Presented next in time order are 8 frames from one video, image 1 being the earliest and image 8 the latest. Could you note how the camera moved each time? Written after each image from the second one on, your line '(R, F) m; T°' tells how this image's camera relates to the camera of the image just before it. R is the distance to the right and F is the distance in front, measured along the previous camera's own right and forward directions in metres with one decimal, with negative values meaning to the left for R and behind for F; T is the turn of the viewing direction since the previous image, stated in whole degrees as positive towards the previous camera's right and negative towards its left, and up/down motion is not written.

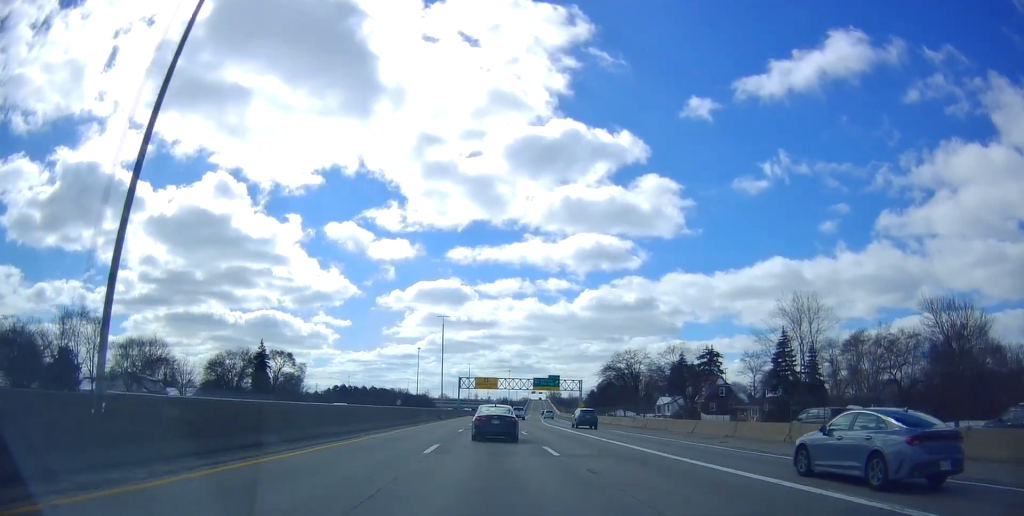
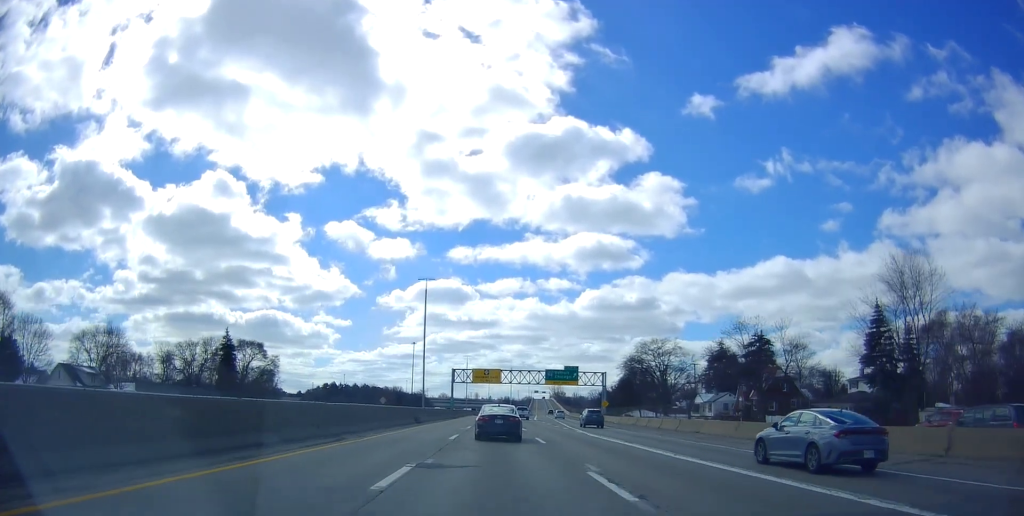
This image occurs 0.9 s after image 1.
(-0.2, +24.5) m; 0°
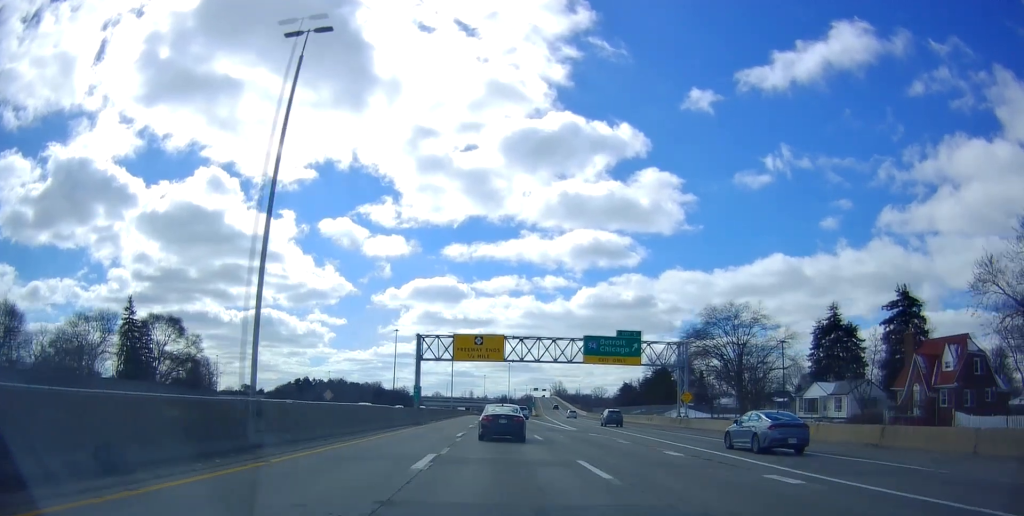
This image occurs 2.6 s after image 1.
(+0.5, +42.9) m; +1°
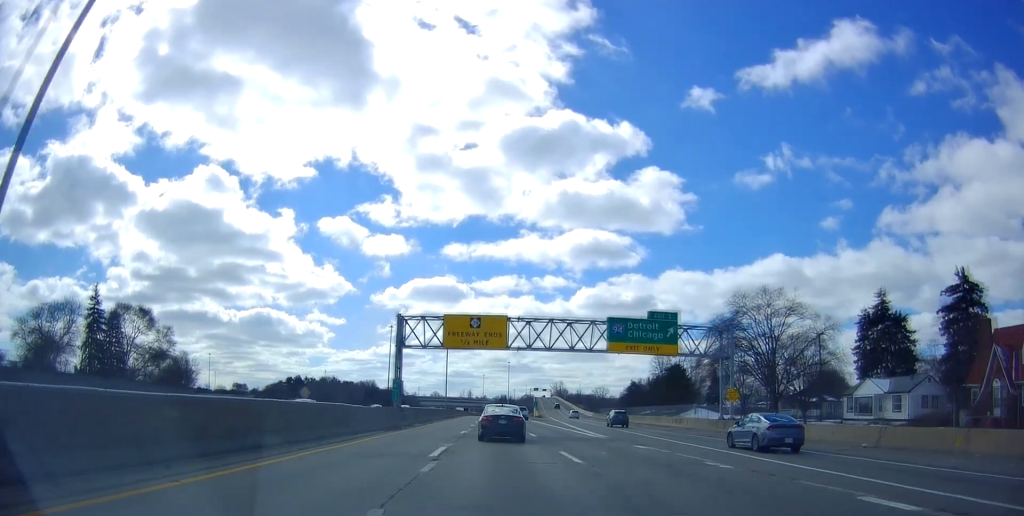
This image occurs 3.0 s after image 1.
(+0.1, +11.3) m; 0°
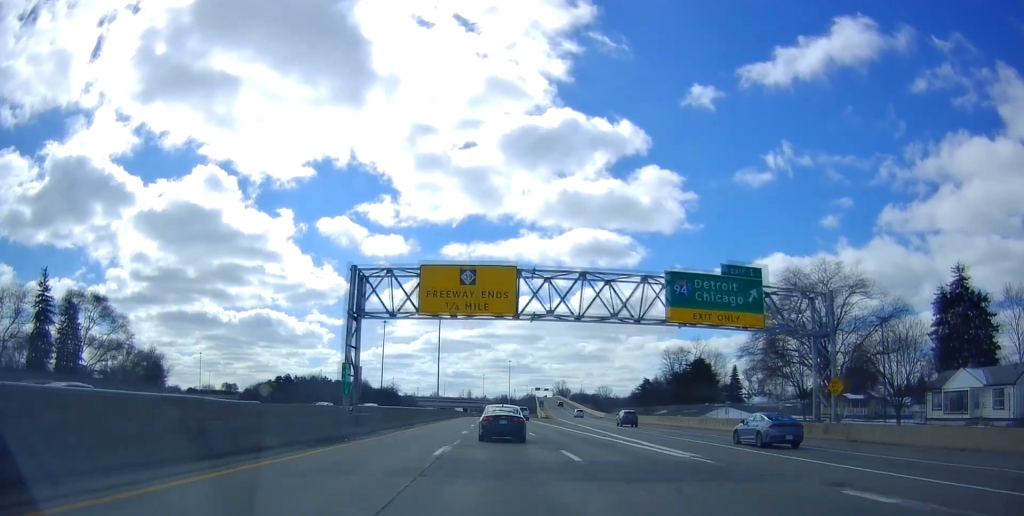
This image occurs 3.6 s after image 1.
(+0.1, +14.9) m; 0°
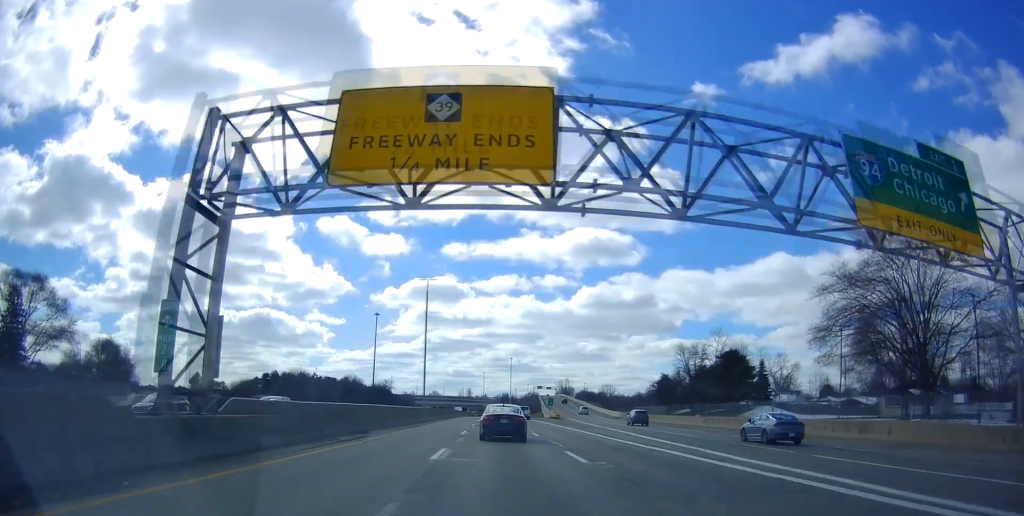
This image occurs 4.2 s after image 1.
(-0.2, +16.6) m; 0°
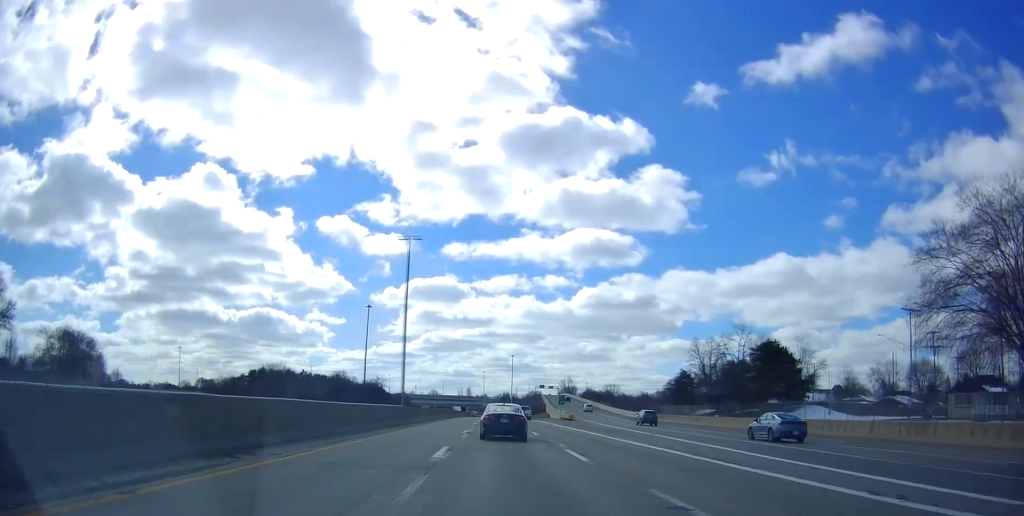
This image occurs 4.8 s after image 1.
(0.0, +14.9) m; 0°
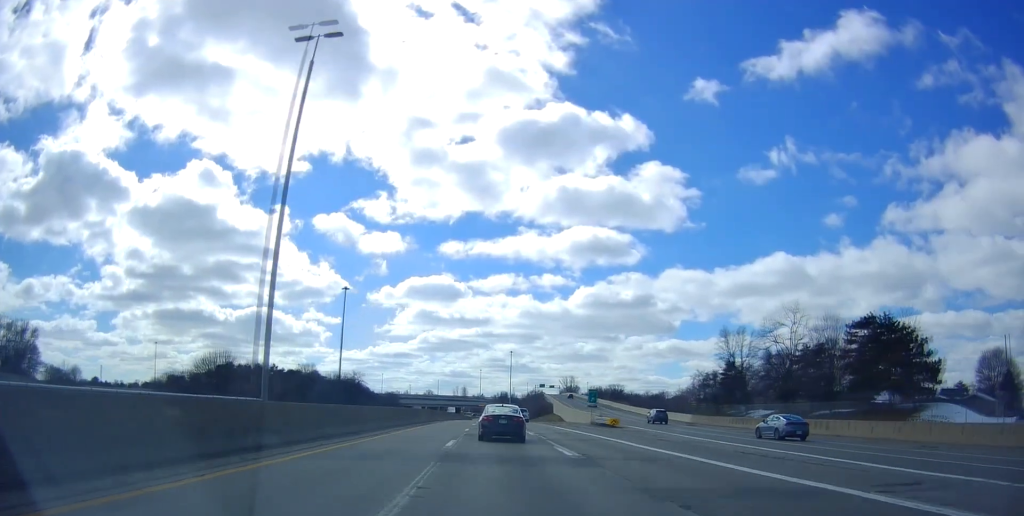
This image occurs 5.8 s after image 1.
(+0.1, +28.0) m; 0°
